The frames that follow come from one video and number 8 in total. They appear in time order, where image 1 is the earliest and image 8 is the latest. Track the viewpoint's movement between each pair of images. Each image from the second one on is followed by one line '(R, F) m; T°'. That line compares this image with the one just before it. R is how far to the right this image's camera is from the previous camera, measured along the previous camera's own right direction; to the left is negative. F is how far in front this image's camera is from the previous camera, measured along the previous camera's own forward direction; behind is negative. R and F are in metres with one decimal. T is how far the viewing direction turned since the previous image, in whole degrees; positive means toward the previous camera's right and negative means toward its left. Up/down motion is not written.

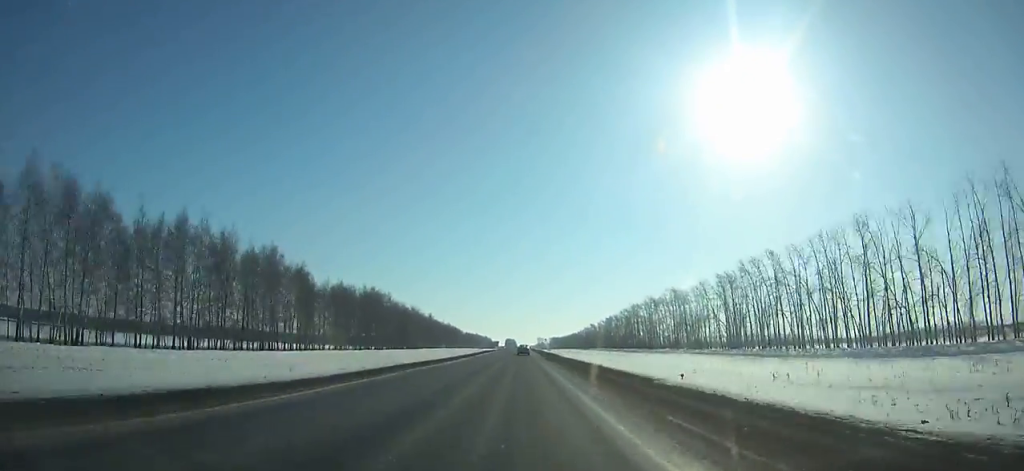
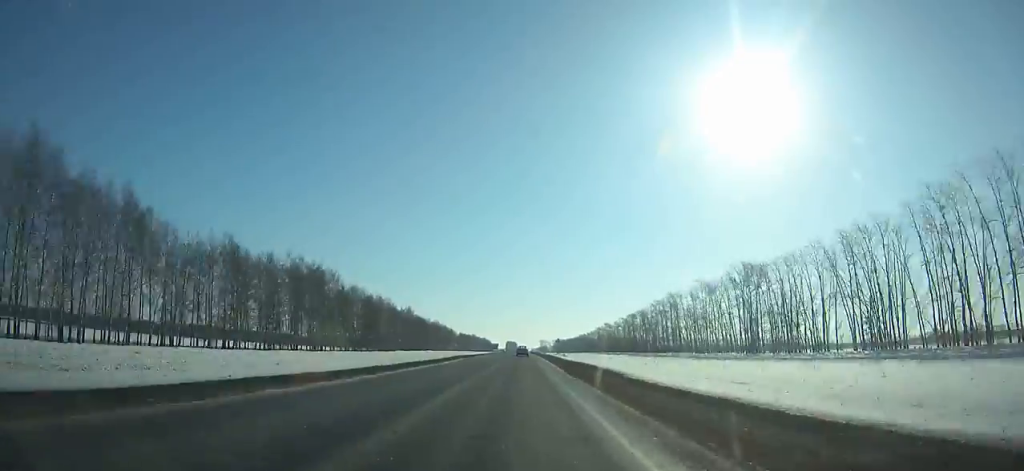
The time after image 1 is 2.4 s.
(0.0, +60.6) m; 0°
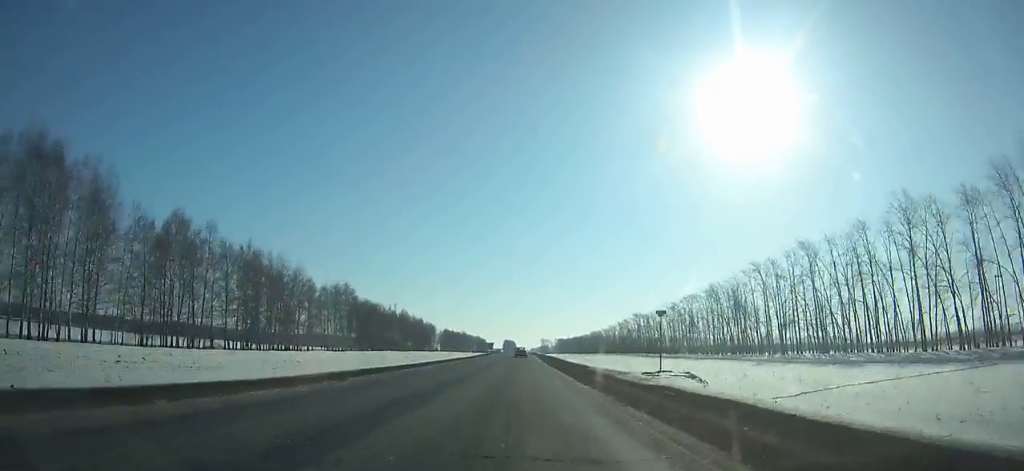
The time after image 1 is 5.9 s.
(-0.2, +88.3) m; 0°
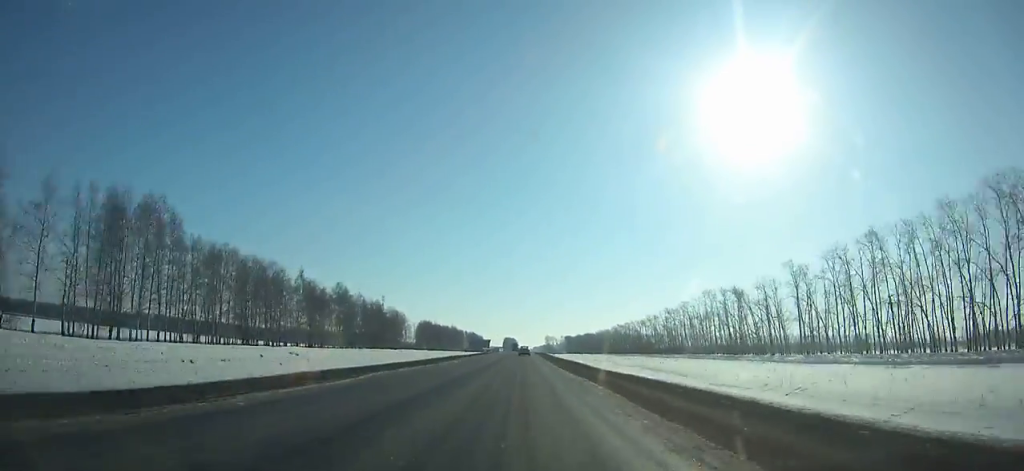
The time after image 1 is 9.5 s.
(+0.2, +90.8) m; 0°
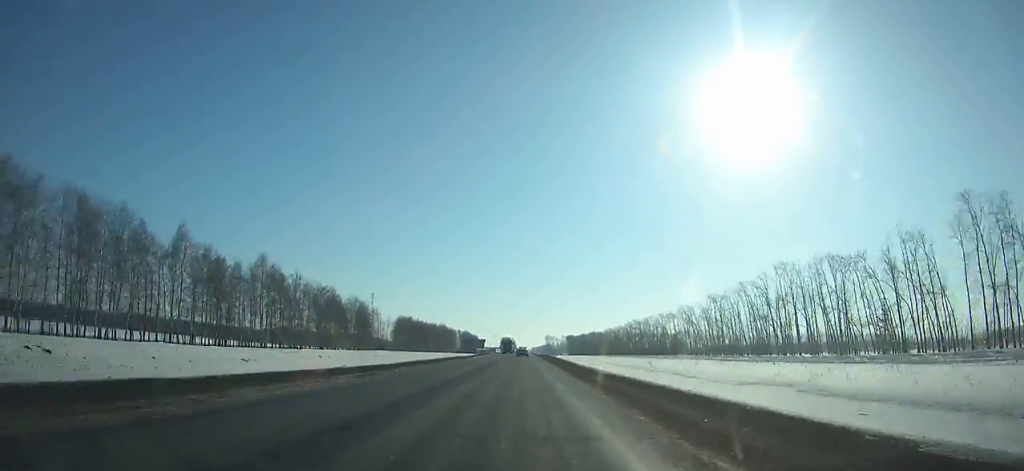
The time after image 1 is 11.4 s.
(+0.1, +47.7) m; 0°
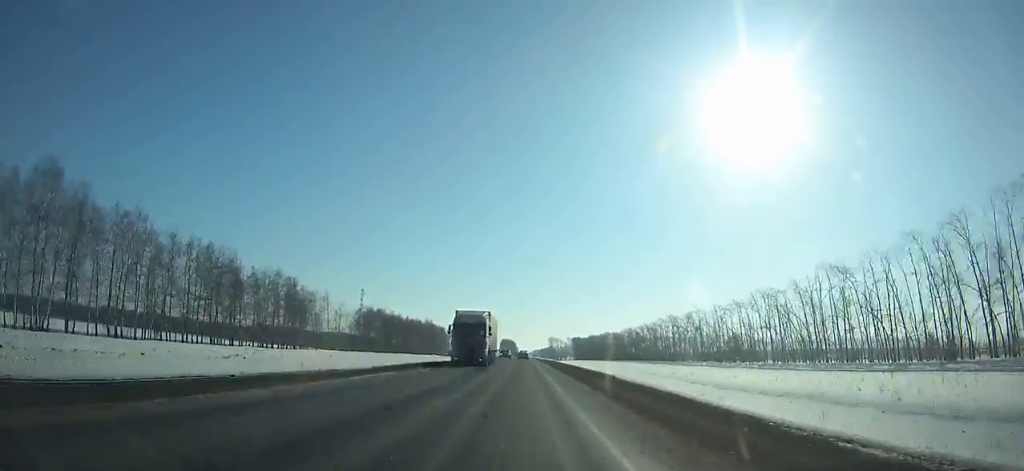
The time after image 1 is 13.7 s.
(0.0, +57.1) m; 0°
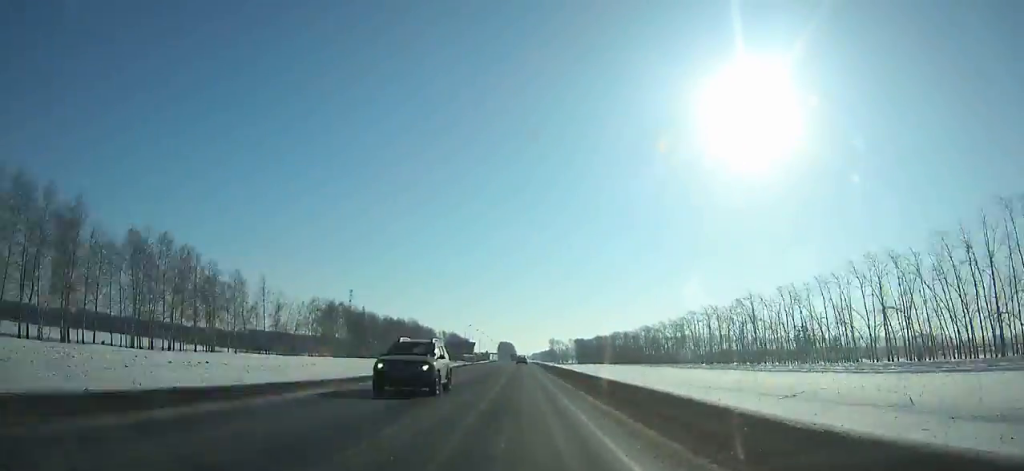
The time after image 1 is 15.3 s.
(-0.1, +39.5) m; 0°
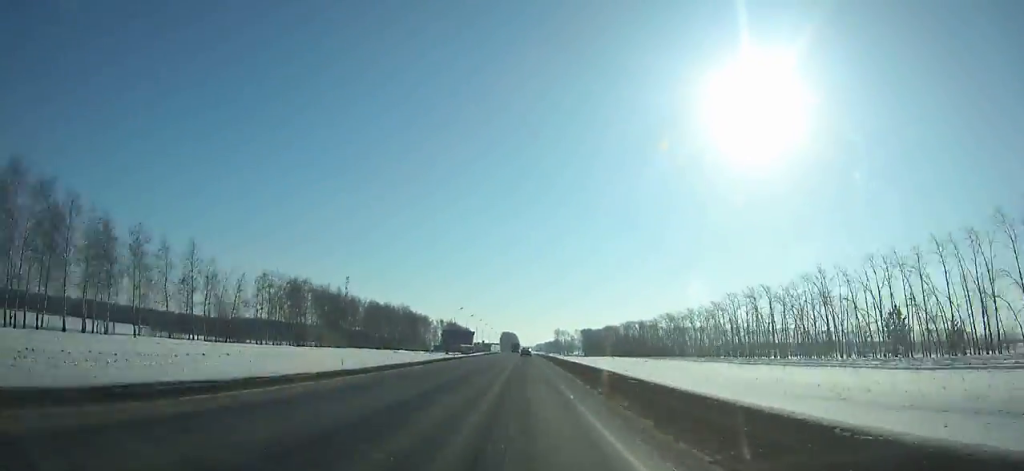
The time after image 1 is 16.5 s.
(0.0, +29.3) m; 0°
